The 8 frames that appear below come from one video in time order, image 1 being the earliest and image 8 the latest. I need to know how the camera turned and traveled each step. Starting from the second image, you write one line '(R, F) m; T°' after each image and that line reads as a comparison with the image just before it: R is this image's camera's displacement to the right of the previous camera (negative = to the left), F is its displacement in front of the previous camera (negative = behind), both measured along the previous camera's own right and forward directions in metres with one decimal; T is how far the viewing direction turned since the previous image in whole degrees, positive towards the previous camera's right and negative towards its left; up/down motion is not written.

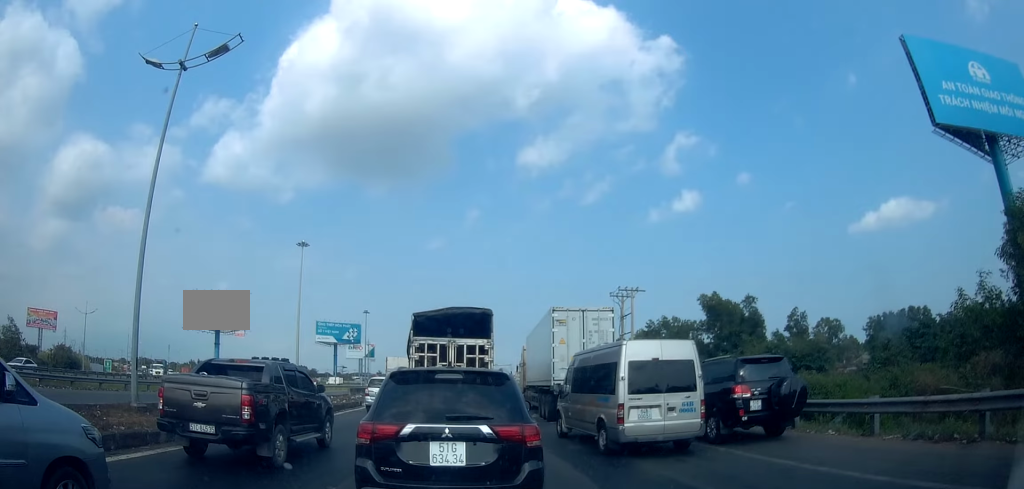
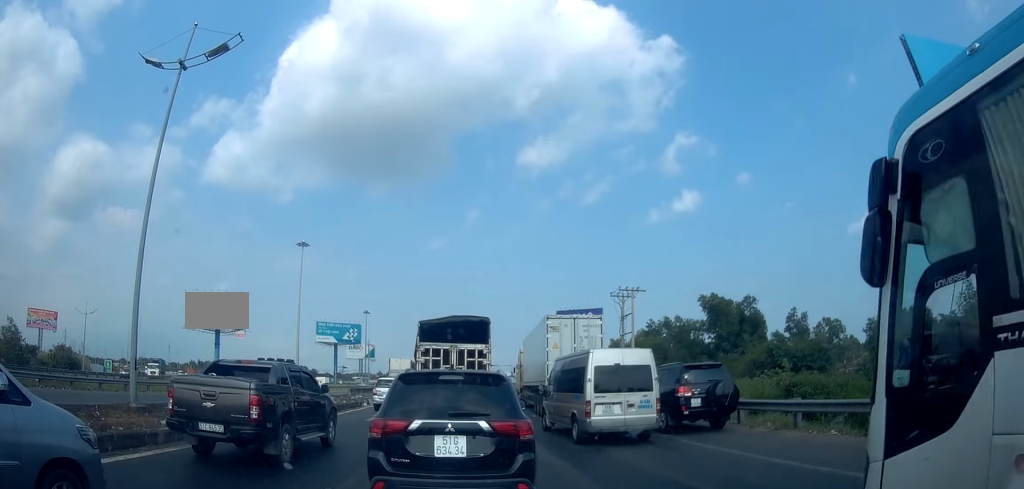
(0.0, 0.0) m; 0°
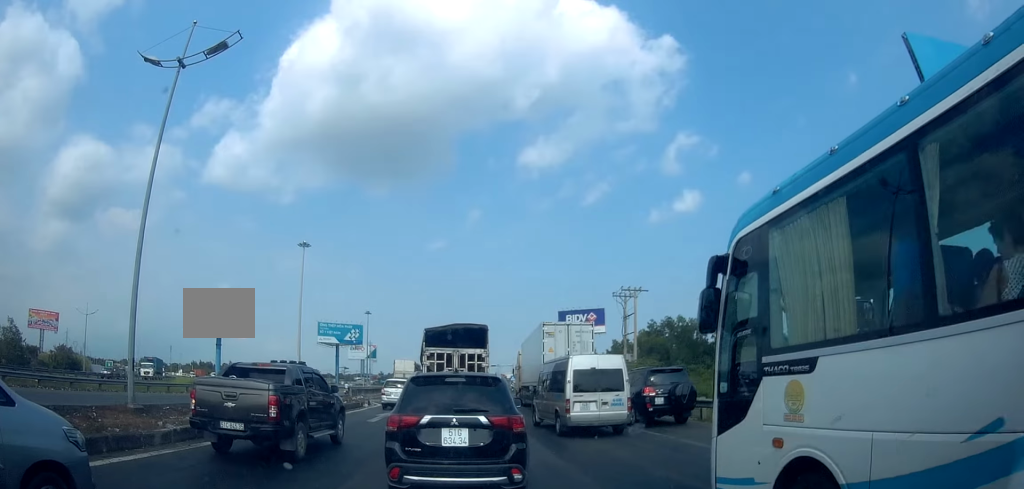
(0.0, +0.1) m; 0°
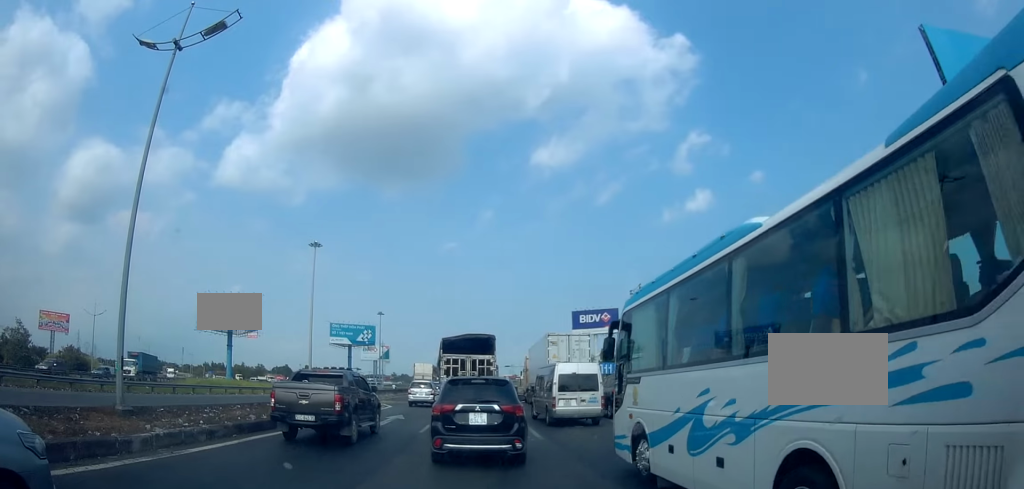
(+0.1, +0.9) m; 0°
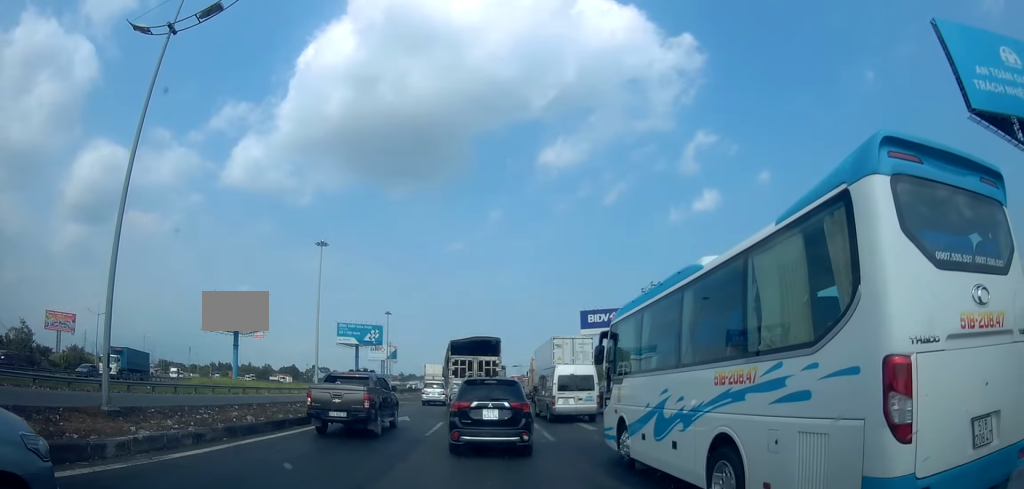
(-0.1, +0.7) m; 0°
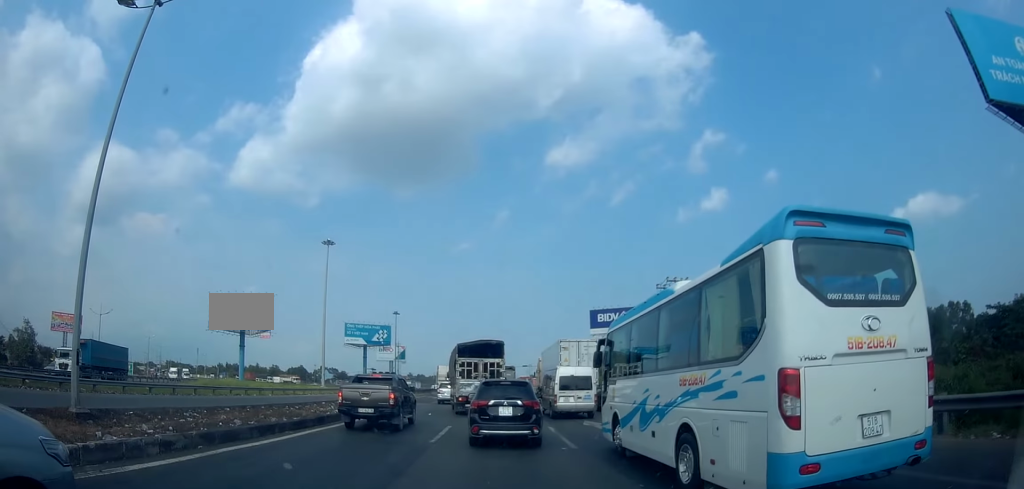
(+0.2, +1.4) m; 0°
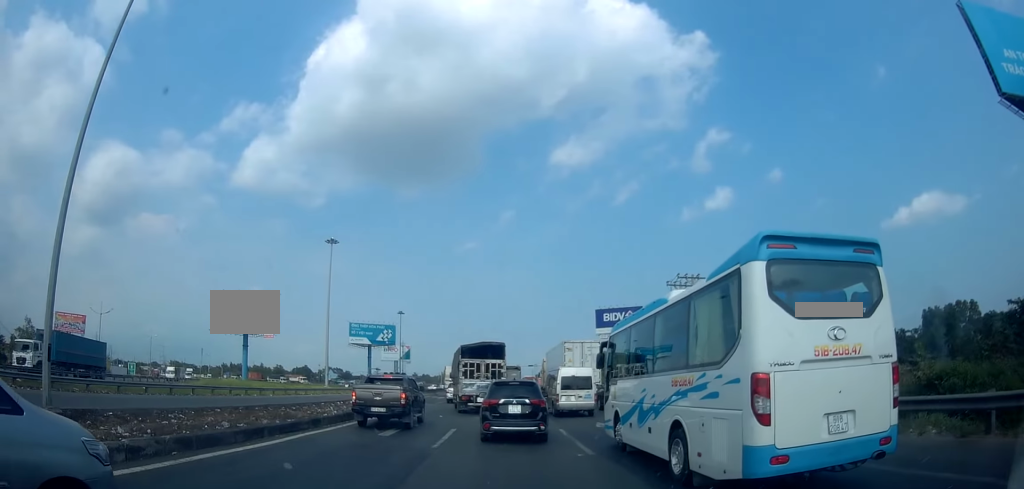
(-0.1, +1.3) m; +2°
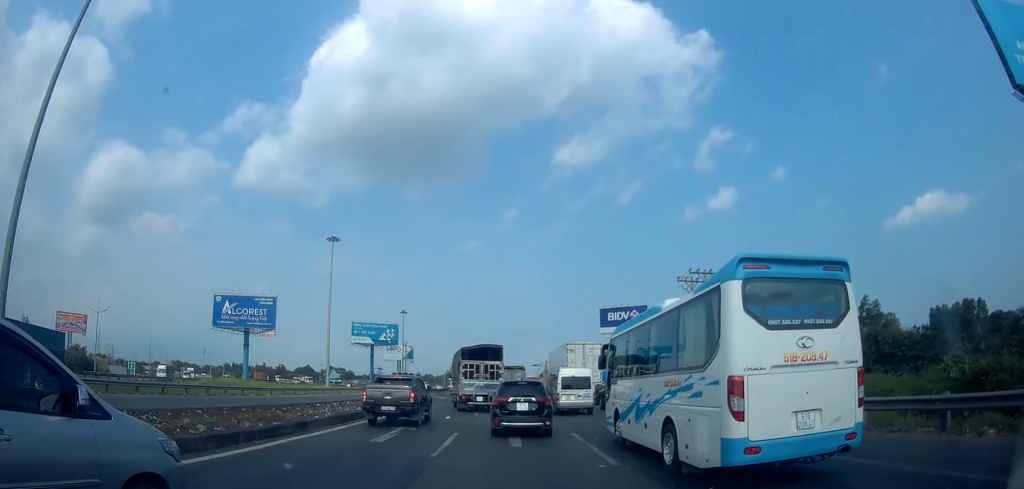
(0.0, +1.6) m; +3°
